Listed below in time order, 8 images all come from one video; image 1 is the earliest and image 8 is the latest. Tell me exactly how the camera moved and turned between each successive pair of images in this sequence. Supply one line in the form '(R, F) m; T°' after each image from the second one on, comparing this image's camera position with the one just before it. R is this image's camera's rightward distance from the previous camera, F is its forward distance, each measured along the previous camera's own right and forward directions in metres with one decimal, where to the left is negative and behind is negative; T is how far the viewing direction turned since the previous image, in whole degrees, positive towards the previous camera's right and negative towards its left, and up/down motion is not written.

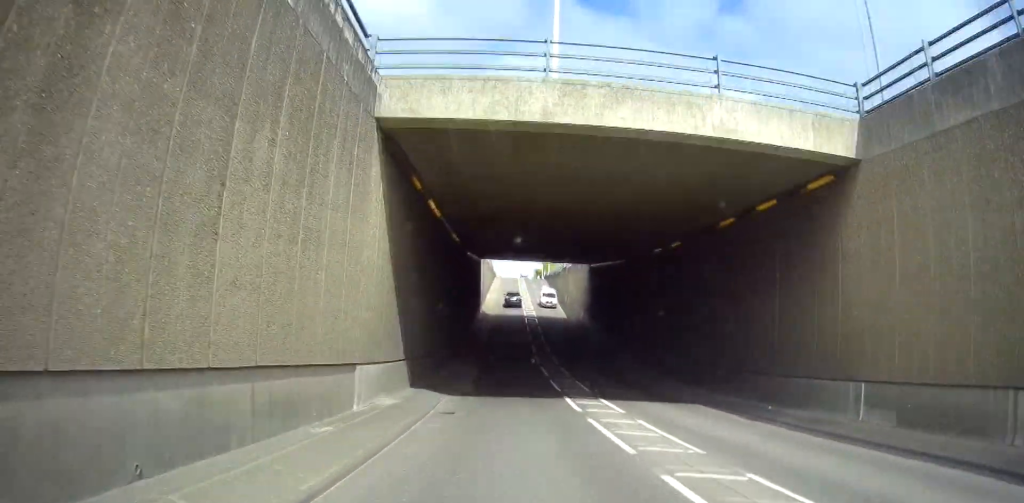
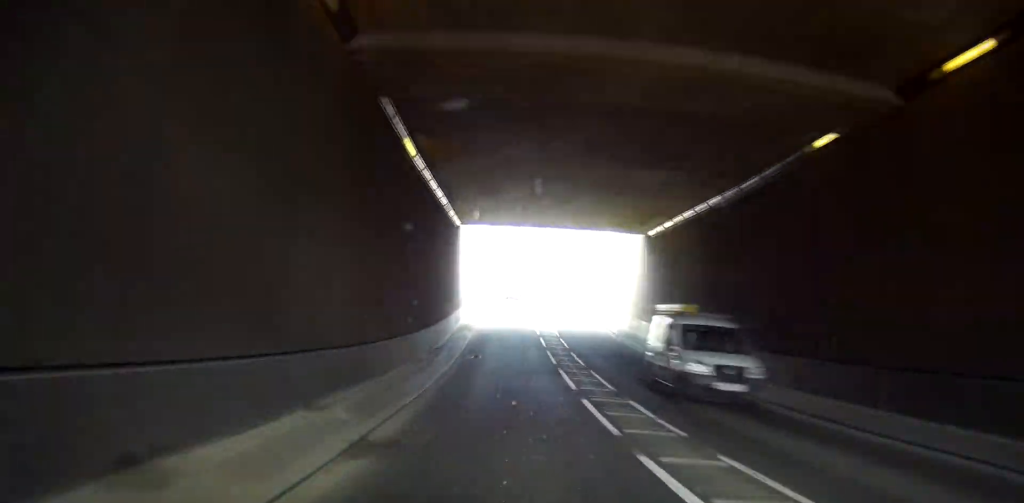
(0.0, +22.2) m; 0°
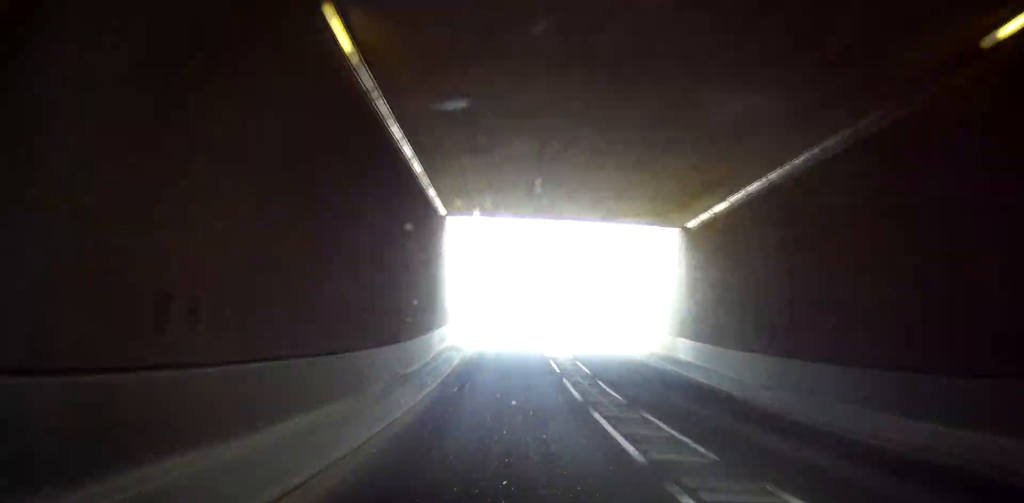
(0.0, +7.3) m; 0°
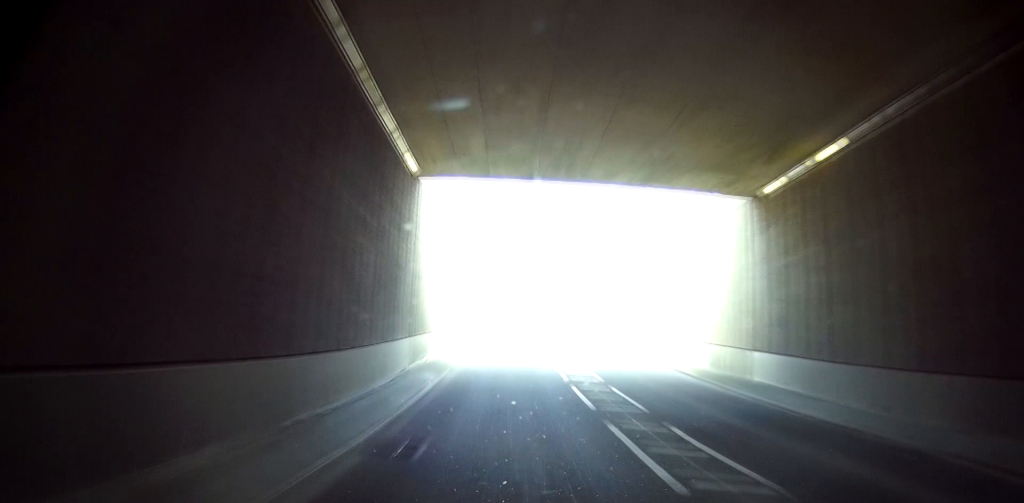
(0.0, +8.2) m; 0°
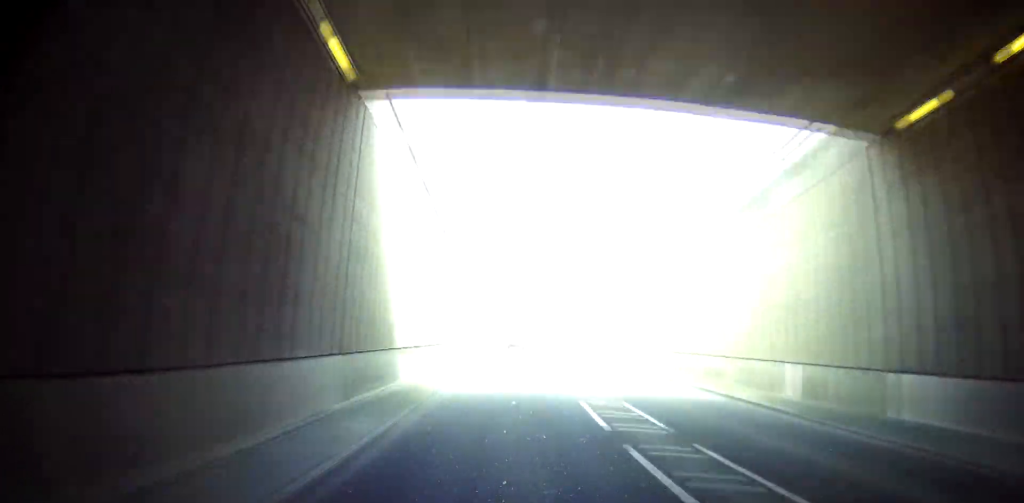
(0.0, +7.6) m; 0°
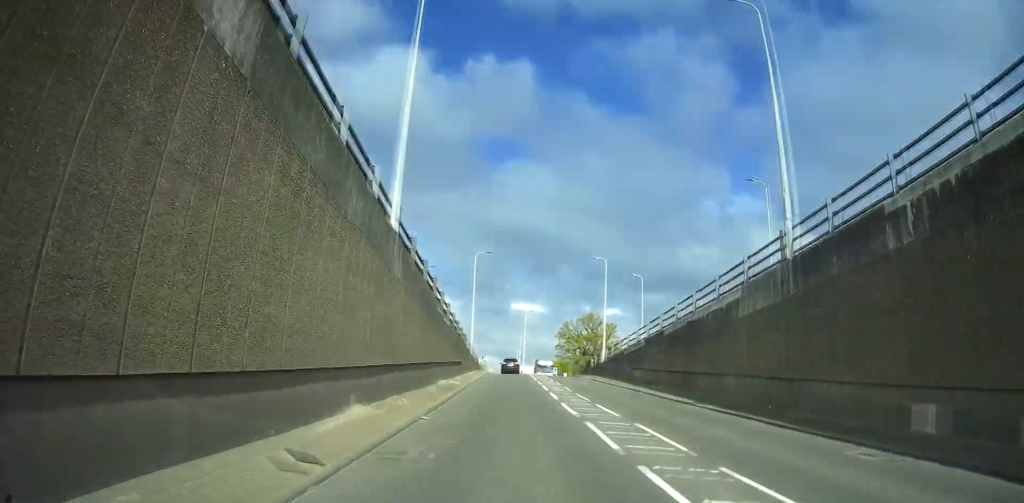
(0.0, +24.1) m; 0°
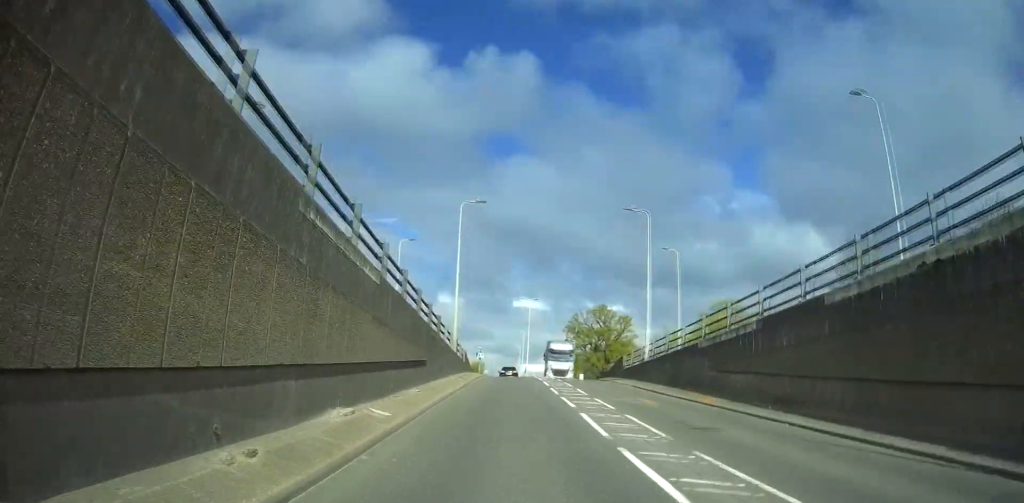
(0.0, +15.6) m; 0°
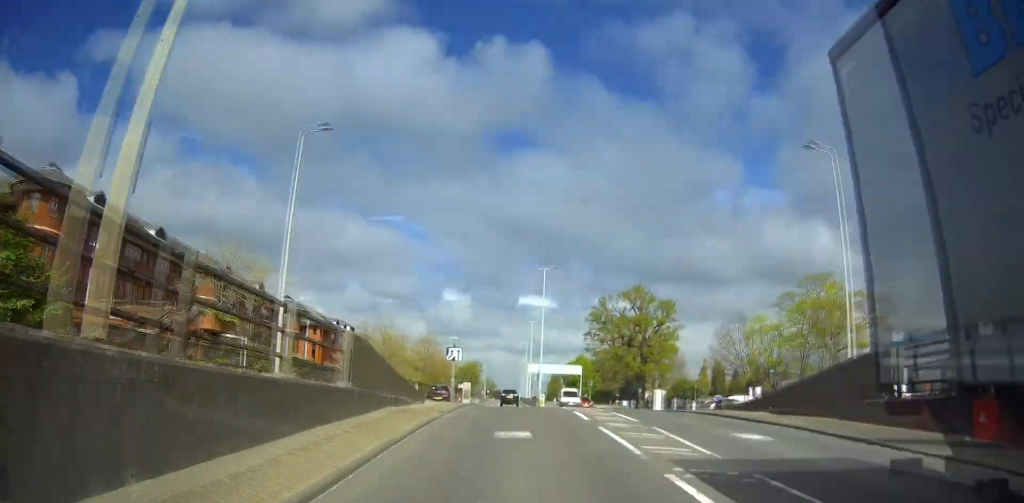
(0.0, +30.0) m; -1°
